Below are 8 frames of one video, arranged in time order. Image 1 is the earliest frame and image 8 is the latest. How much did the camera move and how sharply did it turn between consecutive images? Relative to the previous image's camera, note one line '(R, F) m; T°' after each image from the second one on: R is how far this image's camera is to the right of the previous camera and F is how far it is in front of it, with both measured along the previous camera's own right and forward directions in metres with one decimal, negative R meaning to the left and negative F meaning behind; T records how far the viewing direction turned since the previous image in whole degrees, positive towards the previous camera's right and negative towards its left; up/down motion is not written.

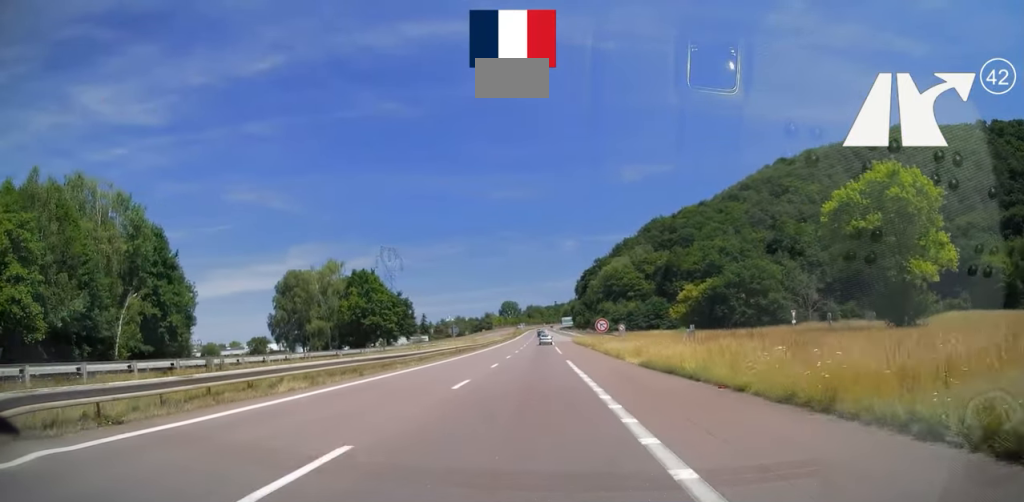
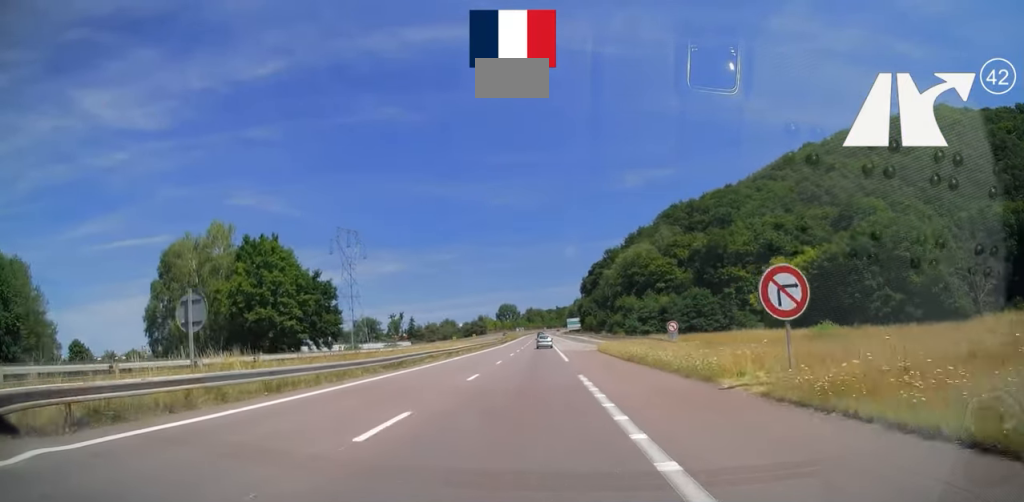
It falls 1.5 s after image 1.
(+0.2, +44.6) m; 0°
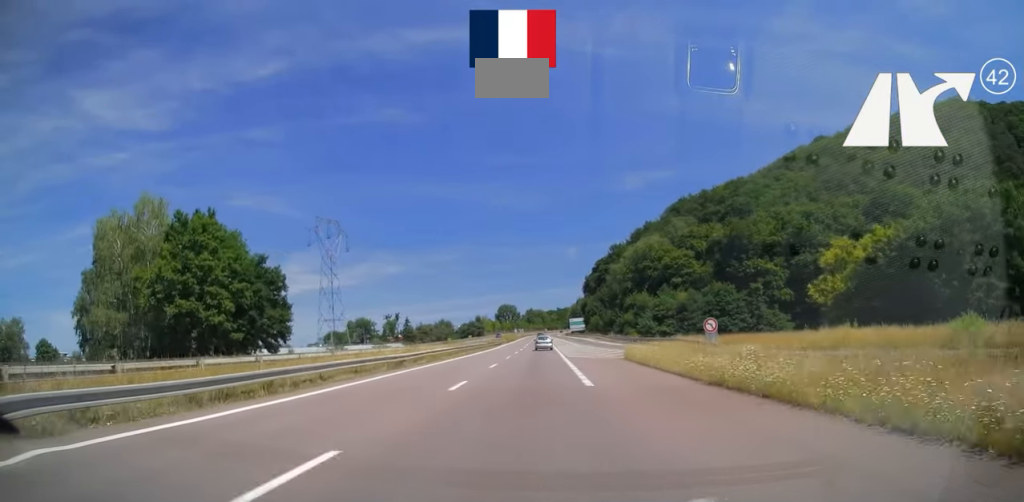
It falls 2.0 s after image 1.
(-0.1, +15.7) m; 0°
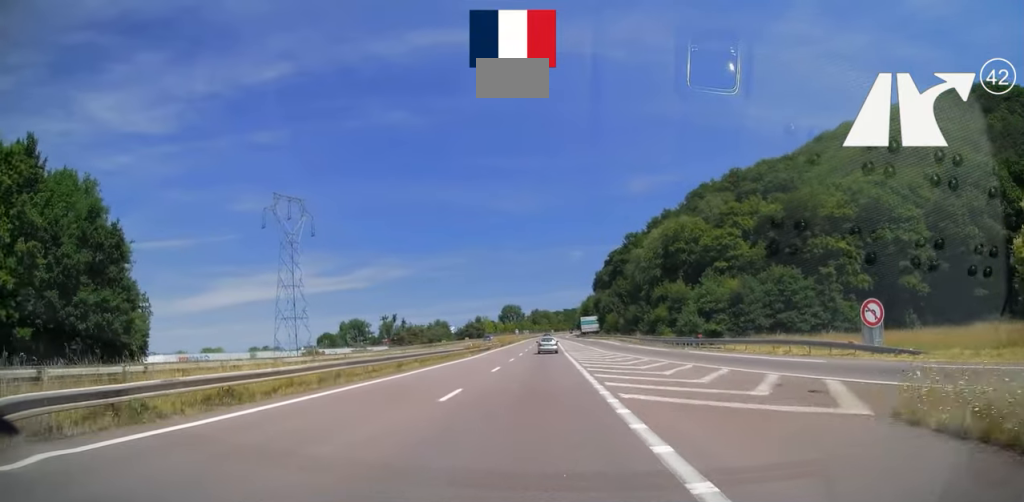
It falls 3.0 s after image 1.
(+0.1, +26.7) m; 0°
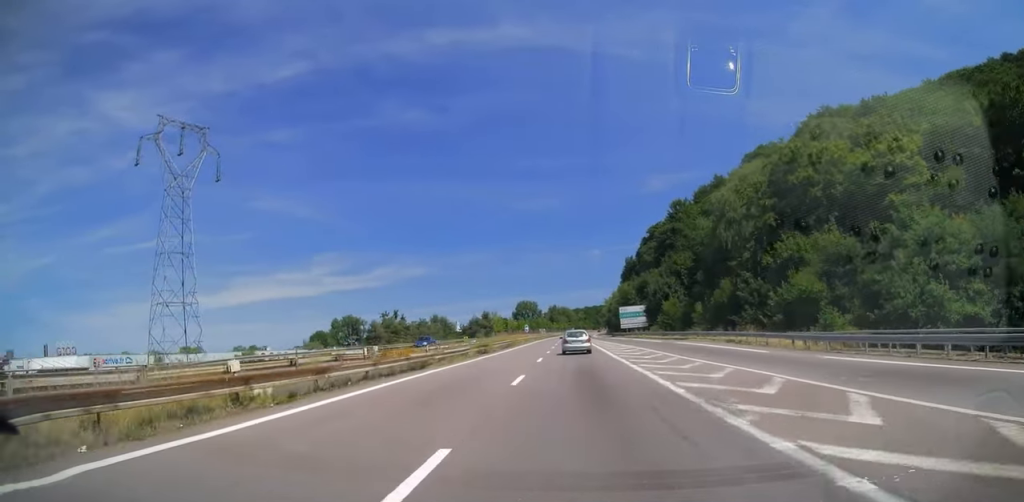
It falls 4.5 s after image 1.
(-0.5, +45.6) m; -1°
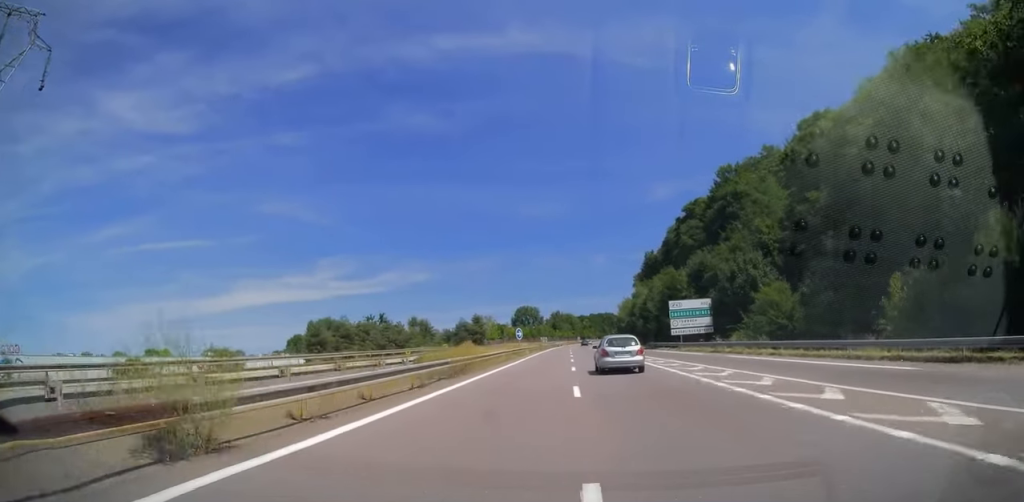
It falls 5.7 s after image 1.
(-0.1, +38.0) m; -1°
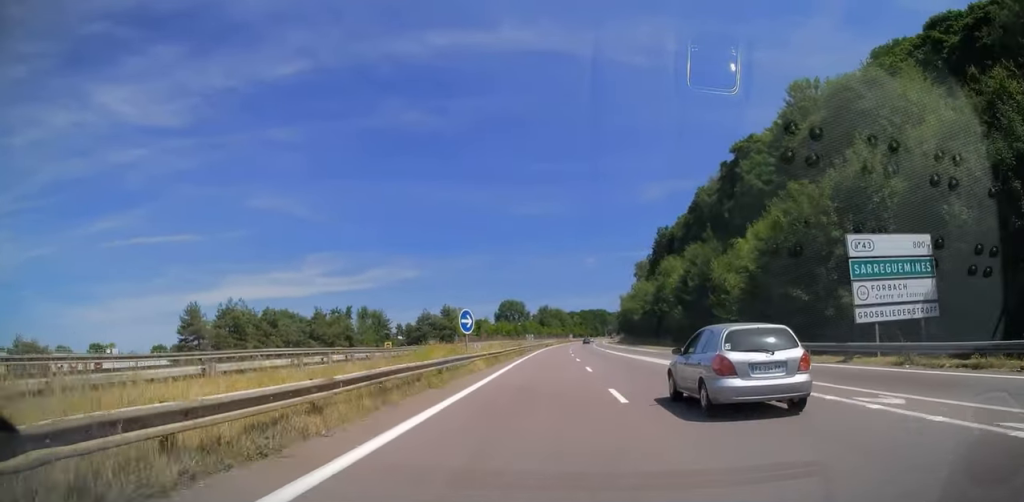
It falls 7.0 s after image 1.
(-0.3, +38.6) m; 0°
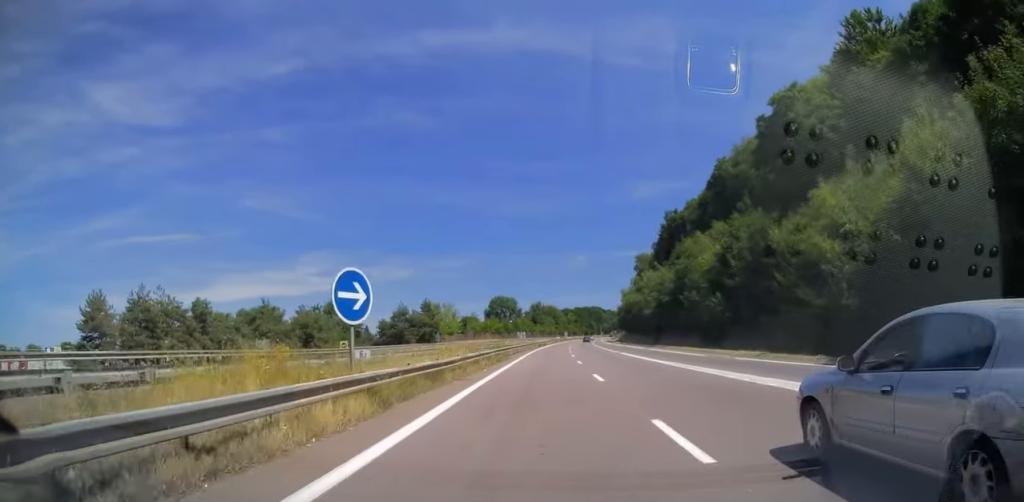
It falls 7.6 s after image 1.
(+0.3, +17.8) m; +1°
